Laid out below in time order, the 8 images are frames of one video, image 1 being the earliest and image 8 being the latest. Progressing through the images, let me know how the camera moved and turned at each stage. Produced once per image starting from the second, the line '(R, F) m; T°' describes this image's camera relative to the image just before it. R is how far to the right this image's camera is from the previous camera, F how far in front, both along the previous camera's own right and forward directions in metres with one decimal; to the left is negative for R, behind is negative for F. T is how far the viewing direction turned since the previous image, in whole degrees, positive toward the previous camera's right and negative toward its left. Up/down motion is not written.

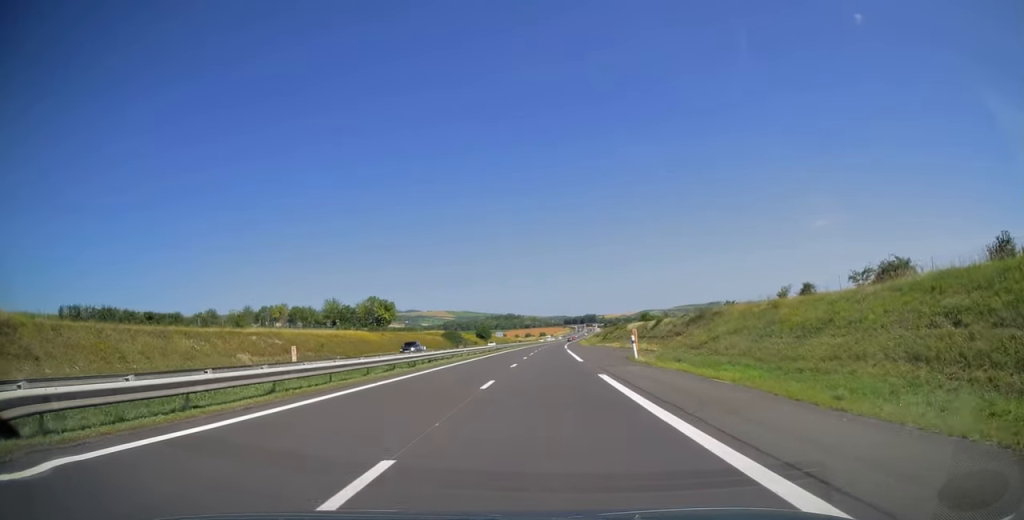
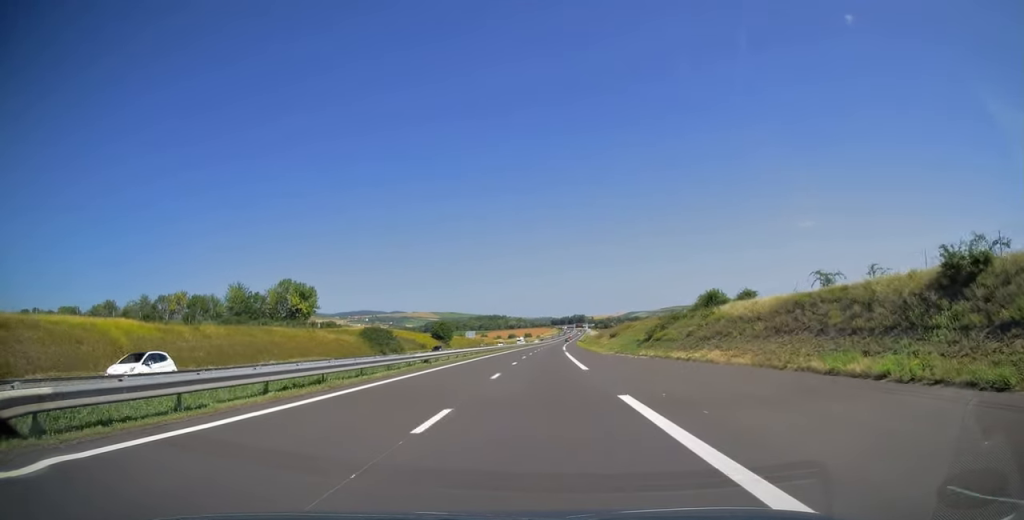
(+0.8, +59.8) m; +1°
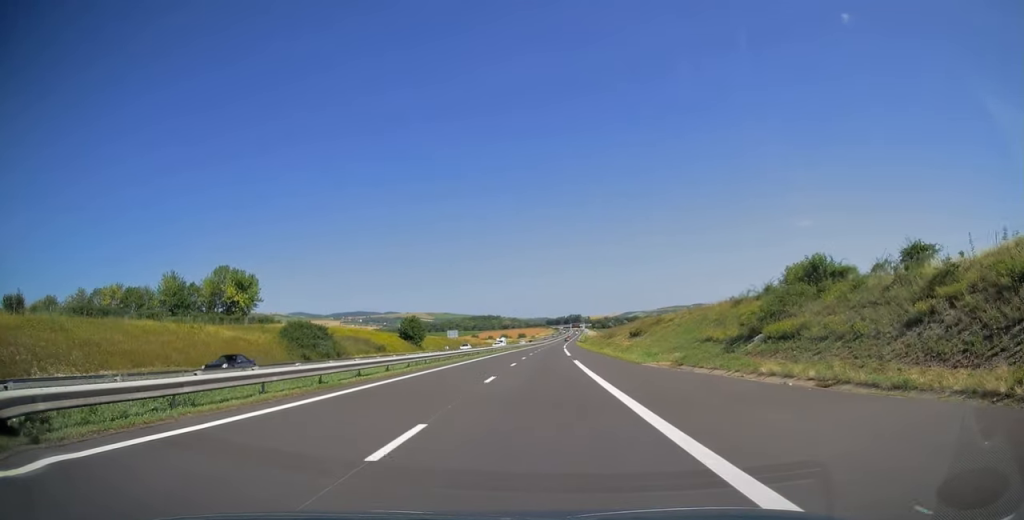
(+0.1, +28.0) m; 0°
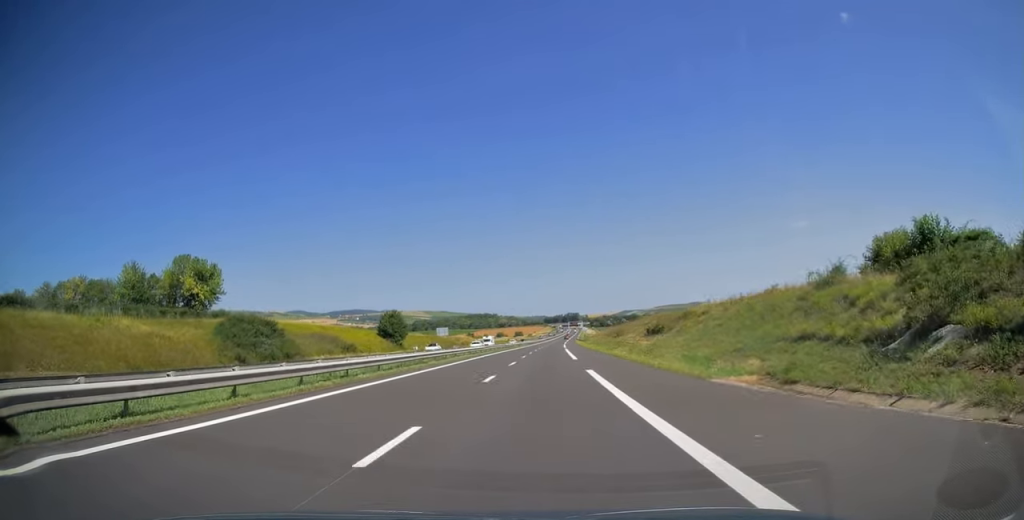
(0.0, +13.4) m; 0°
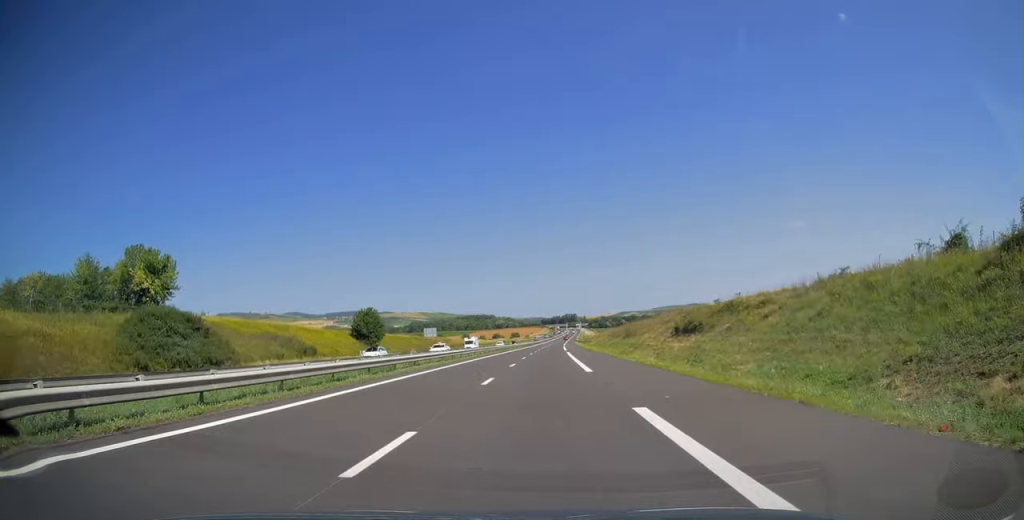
(-0.1, +13.5) m; 0°
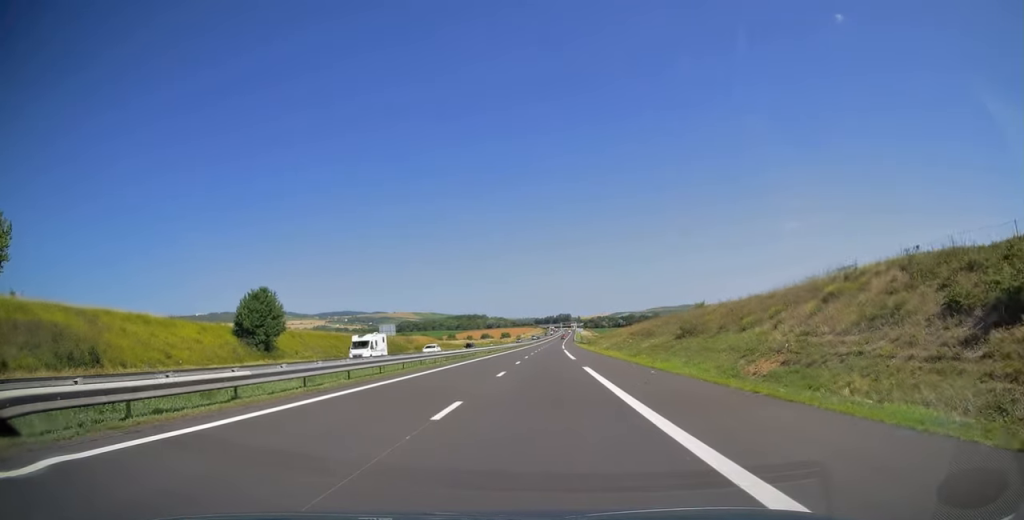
(+0.2, +34.5) m; +1°
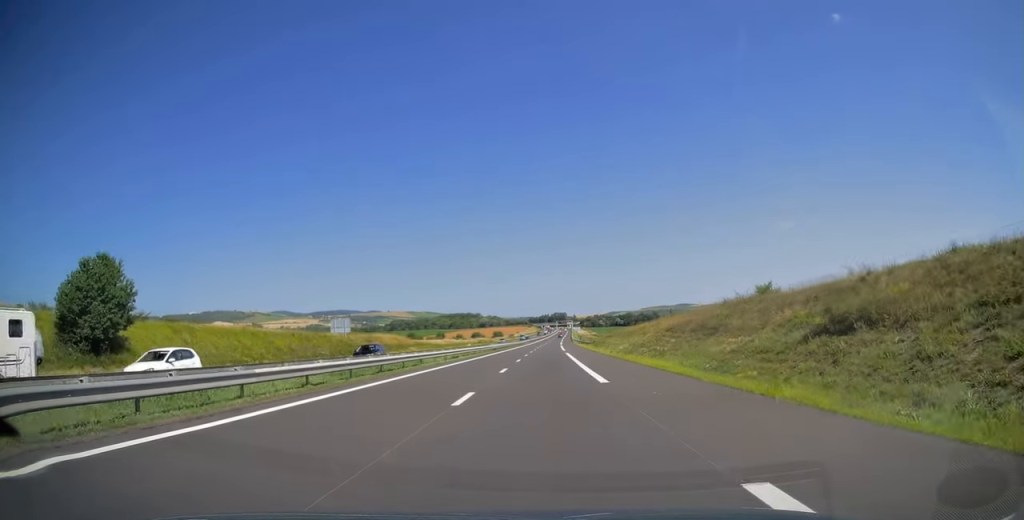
(+0.2, +23.8) m; +1°
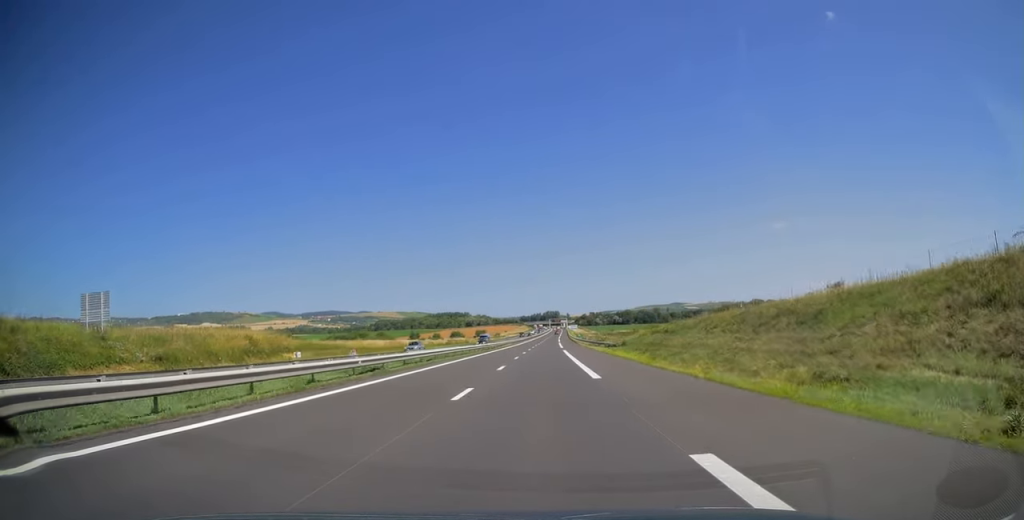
(+0.2, +51.4) m; +1°
